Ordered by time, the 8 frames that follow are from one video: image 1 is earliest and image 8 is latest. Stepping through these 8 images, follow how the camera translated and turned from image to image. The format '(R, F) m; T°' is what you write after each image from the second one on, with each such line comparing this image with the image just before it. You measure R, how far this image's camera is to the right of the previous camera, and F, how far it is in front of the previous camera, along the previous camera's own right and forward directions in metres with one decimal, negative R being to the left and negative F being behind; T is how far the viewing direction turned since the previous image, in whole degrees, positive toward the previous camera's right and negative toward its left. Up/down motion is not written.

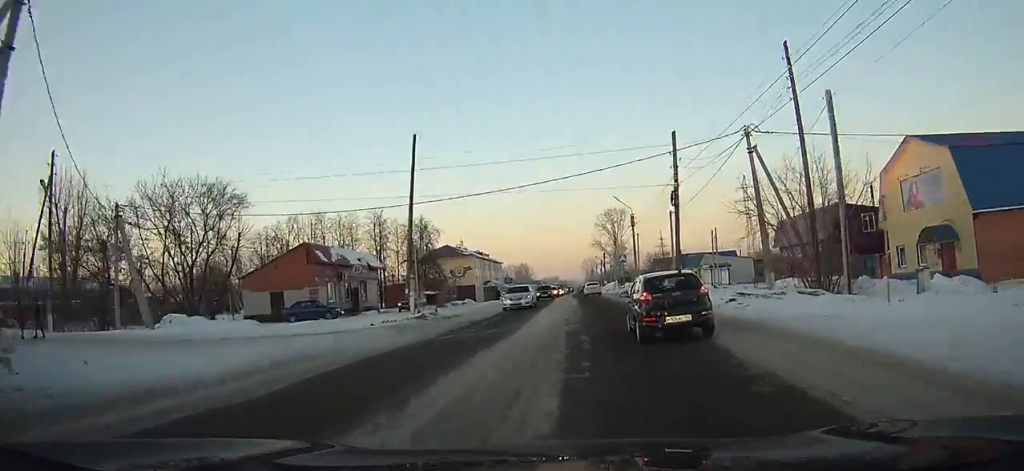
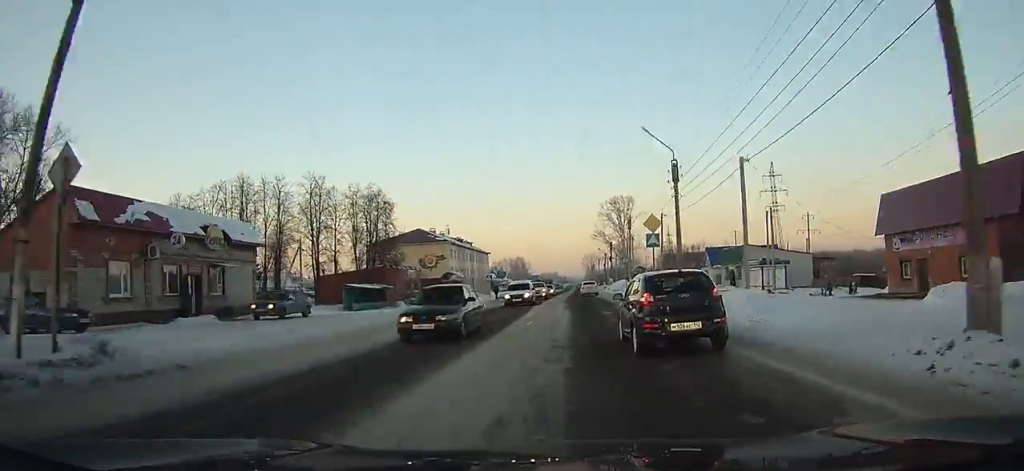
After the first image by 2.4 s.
(+0.1, +21.5) m; 0°
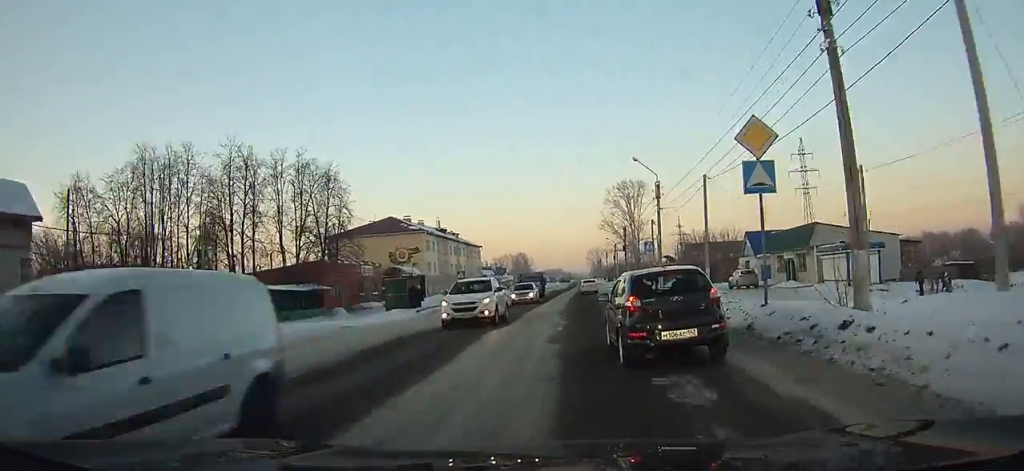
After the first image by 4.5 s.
(0.0, +17.9) m; 0°
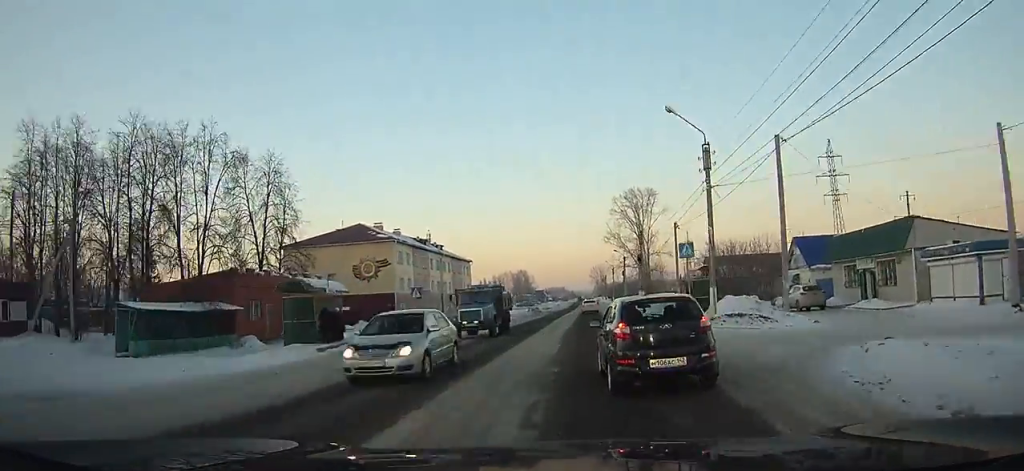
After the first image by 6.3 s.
(0.0, +14.6) m; 0°
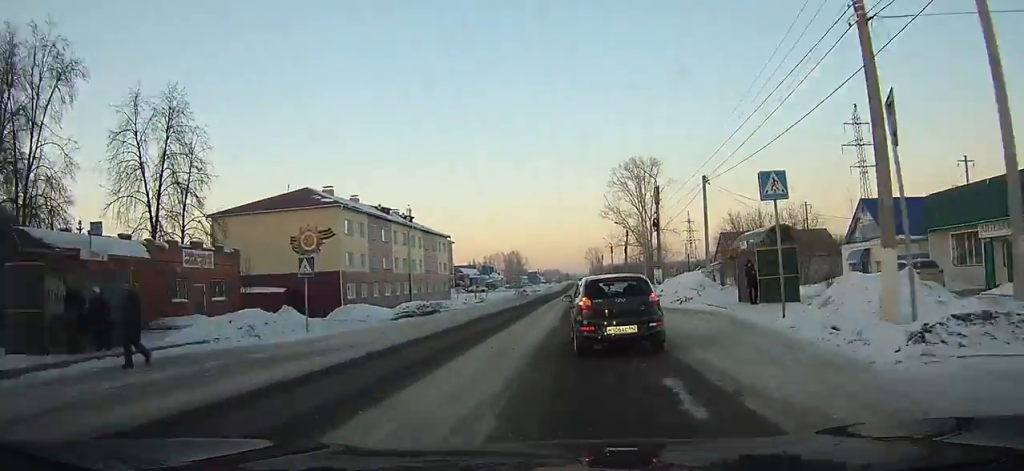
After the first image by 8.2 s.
(0.0, +15.4) m; 0°
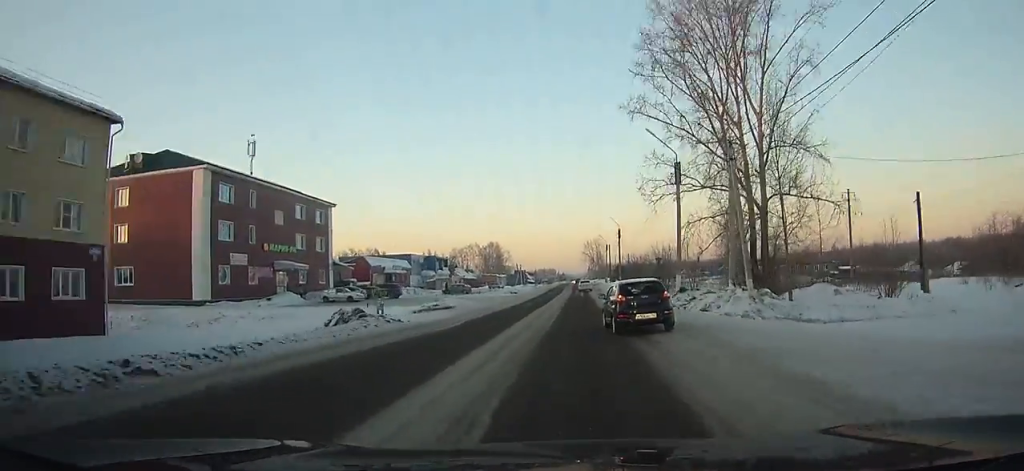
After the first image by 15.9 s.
(+0.8, +69.5) m; +1°
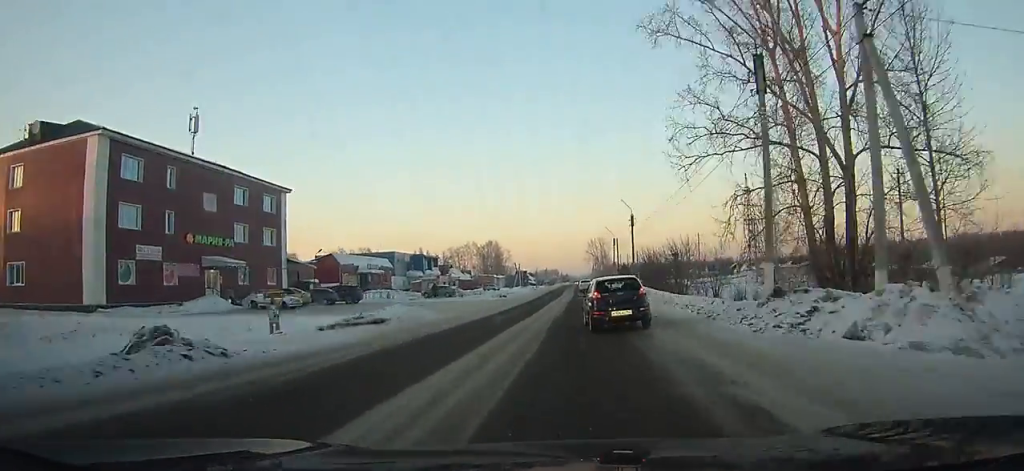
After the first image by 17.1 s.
(-0.1, +12.9) m; 0°
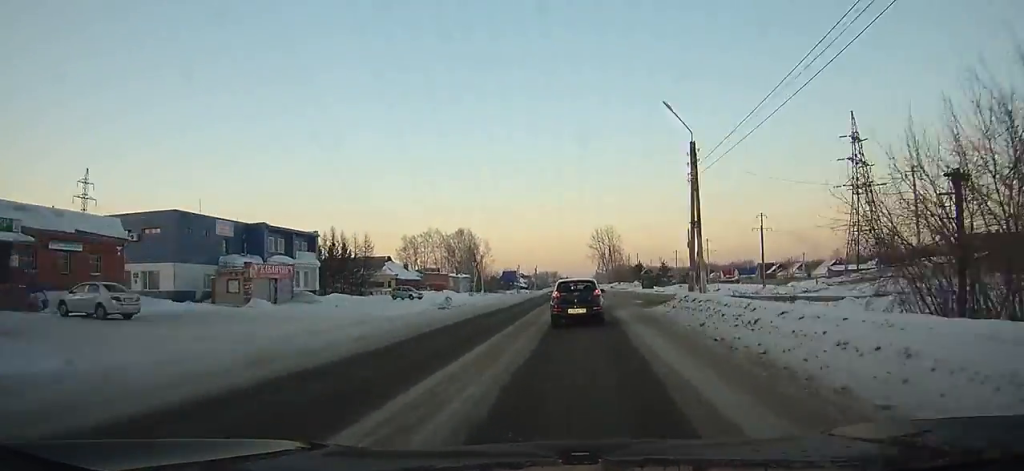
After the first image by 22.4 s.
(-0.9, +60.5) m; -1°
